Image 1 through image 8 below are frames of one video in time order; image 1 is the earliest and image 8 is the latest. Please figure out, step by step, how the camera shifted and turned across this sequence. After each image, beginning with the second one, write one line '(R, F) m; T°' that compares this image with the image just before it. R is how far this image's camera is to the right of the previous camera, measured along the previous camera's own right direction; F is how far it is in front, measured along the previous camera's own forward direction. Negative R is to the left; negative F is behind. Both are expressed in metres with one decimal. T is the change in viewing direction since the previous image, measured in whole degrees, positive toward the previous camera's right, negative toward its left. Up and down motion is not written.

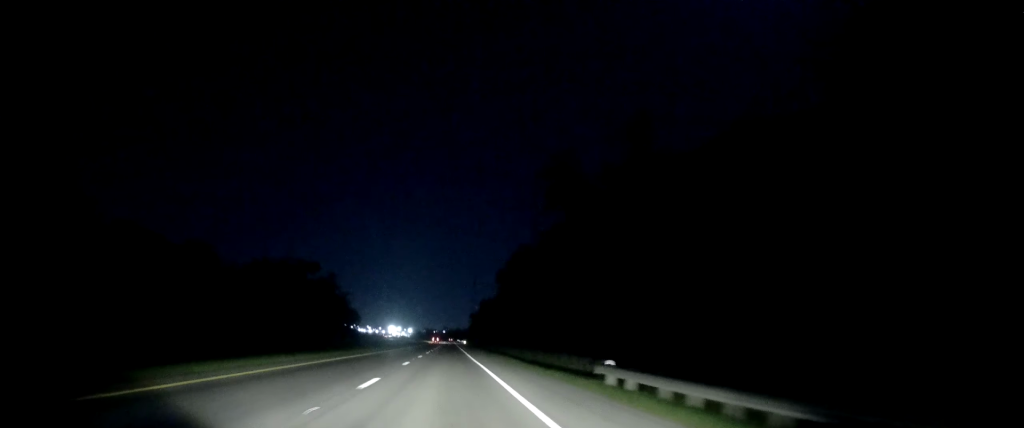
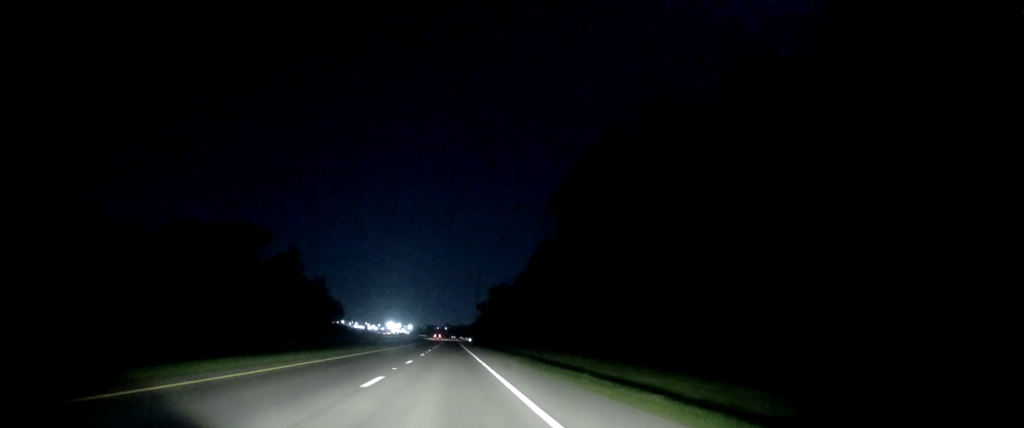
(+0.5, +36.4) m; +1°
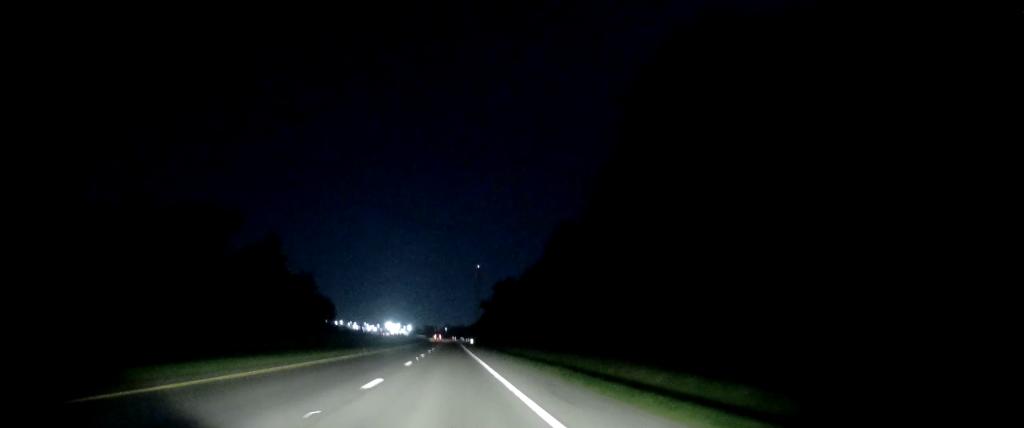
(0.0, +12.8) m; 0°
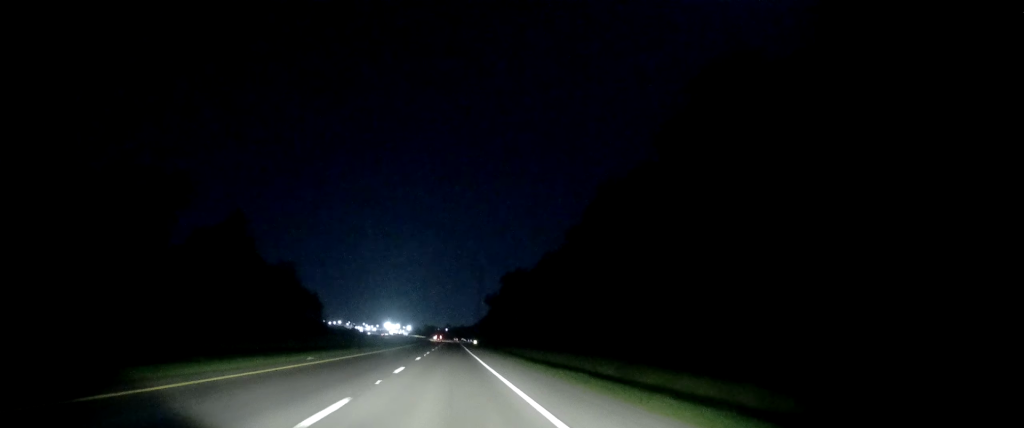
(-0.3, +17.7) m; 0°
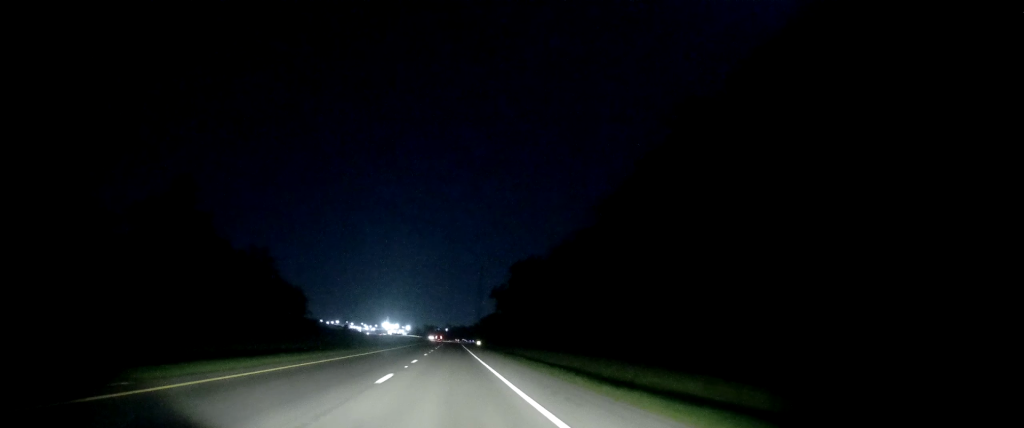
(+0.1, +16.7) m; 0°
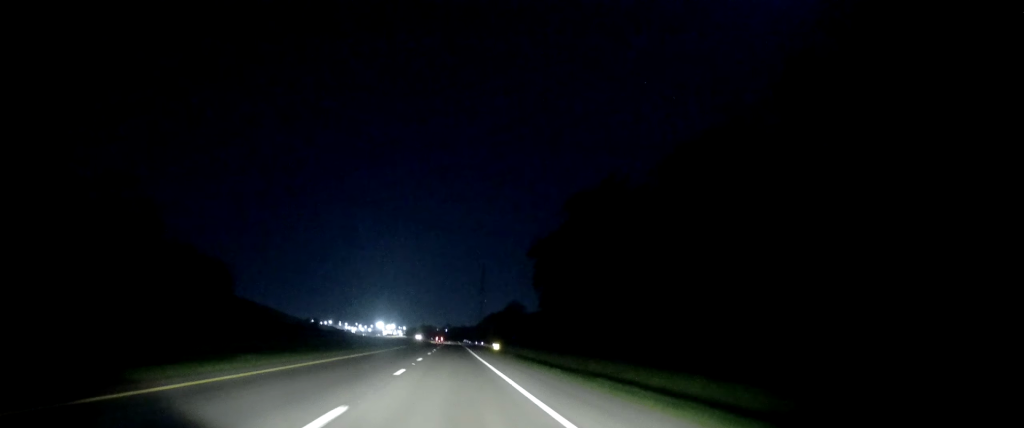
(-0.7, +46.1) m; -1°
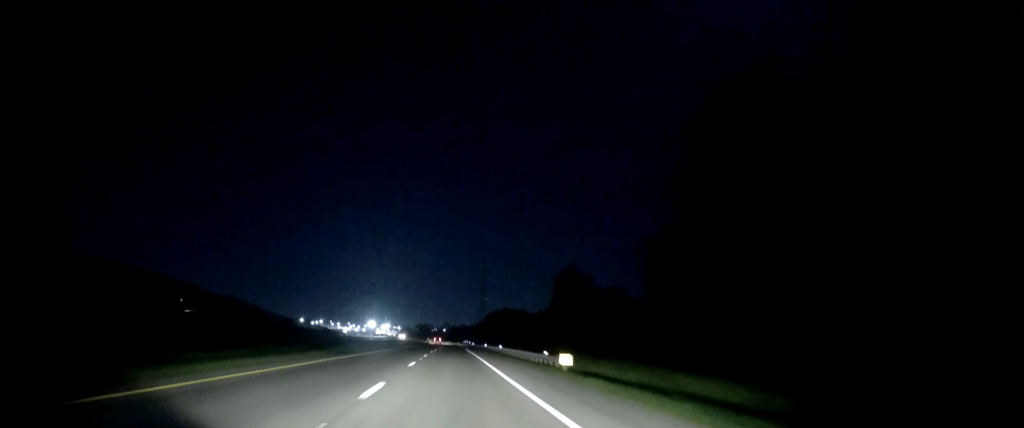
(+1.0, +43.7) m; +1°
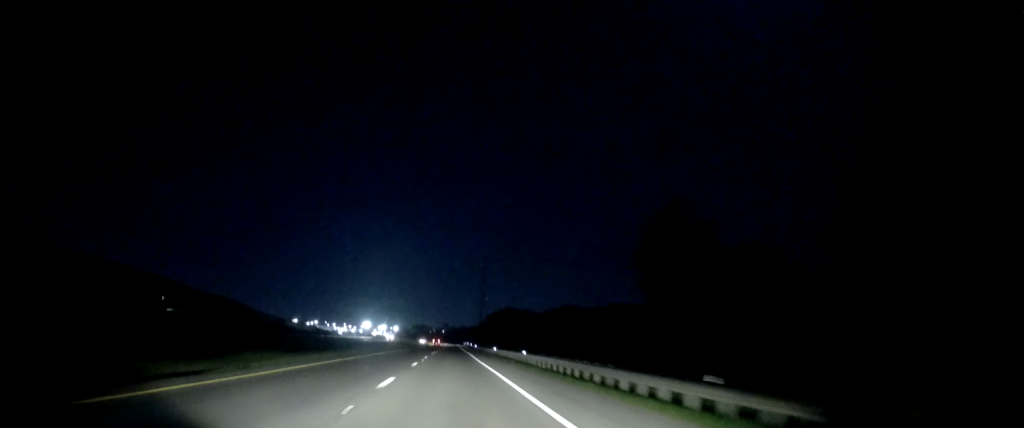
(0.0, +22.2) m; 0°
